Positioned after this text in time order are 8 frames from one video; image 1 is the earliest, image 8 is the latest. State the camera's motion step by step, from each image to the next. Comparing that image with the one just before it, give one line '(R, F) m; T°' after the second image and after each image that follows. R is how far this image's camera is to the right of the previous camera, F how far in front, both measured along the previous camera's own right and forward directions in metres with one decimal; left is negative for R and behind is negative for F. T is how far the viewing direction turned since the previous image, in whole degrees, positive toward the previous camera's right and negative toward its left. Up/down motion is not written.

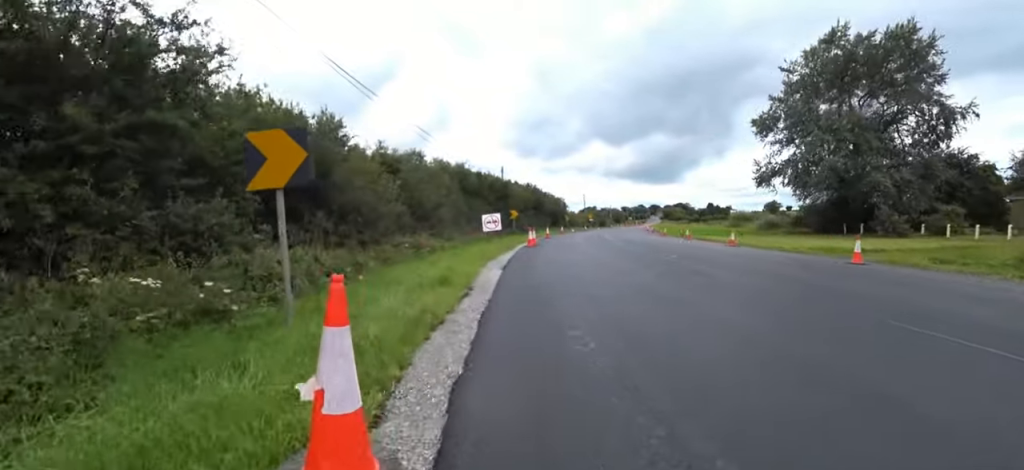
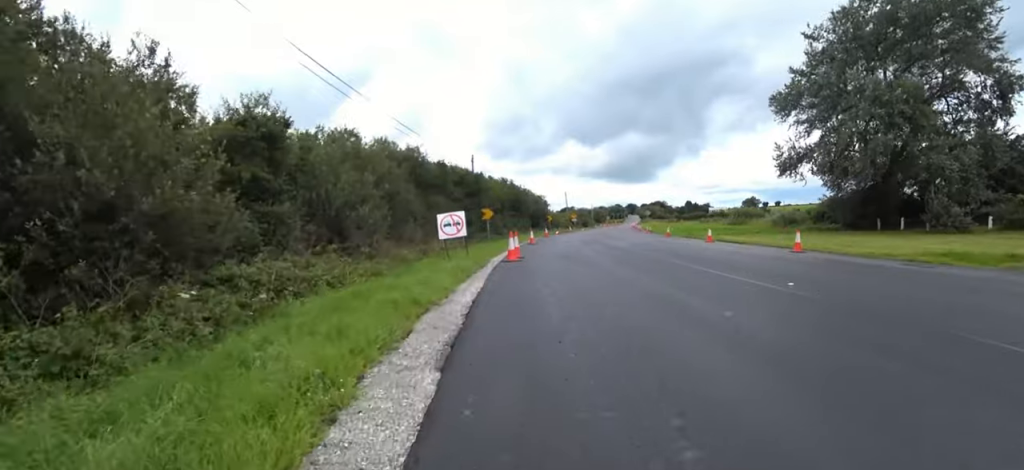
(+1.1, +7.6) m; +10°
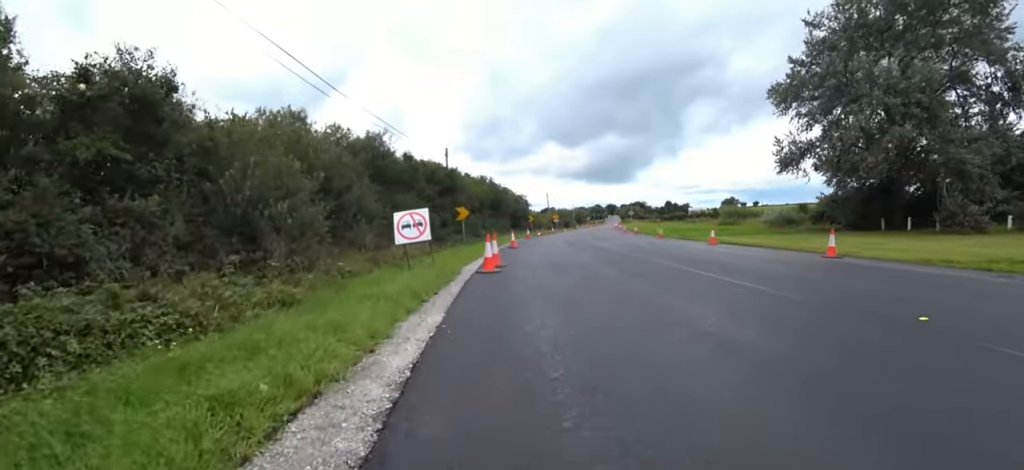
(+0.5, +3.2) m; +2°
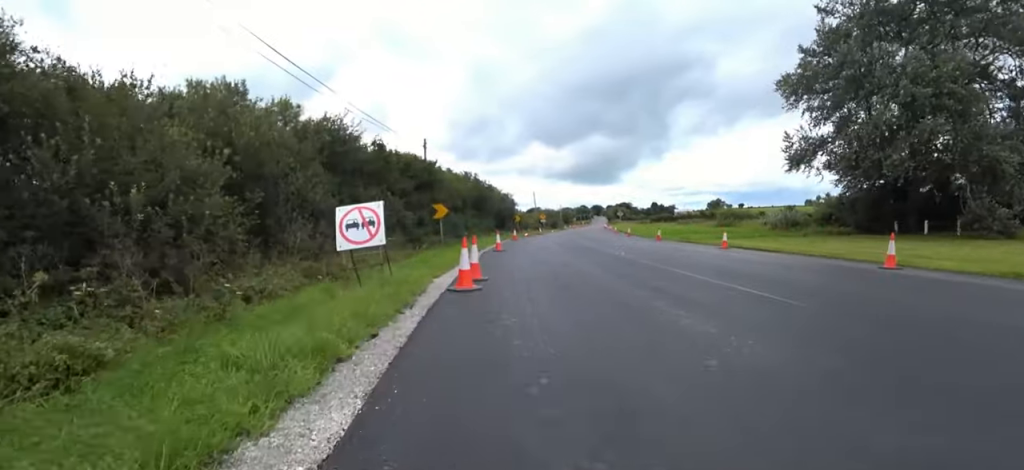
(-0.4, +3.2) m; -2°
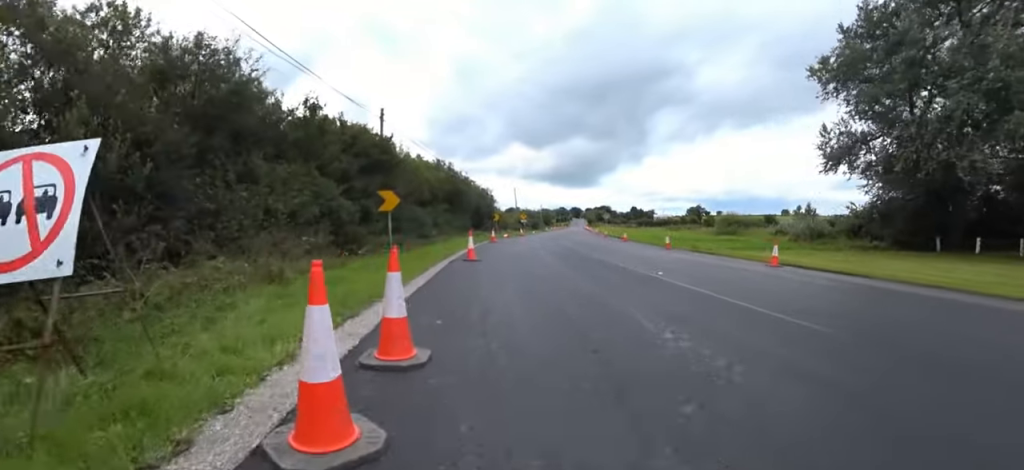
(-0.3, +5.9) m; -3°
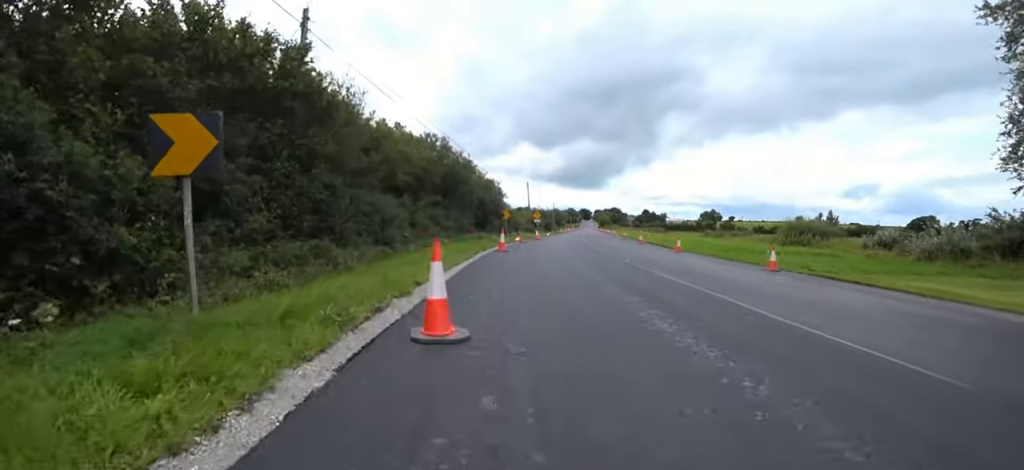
(-0.1, +9.8) m; +4°
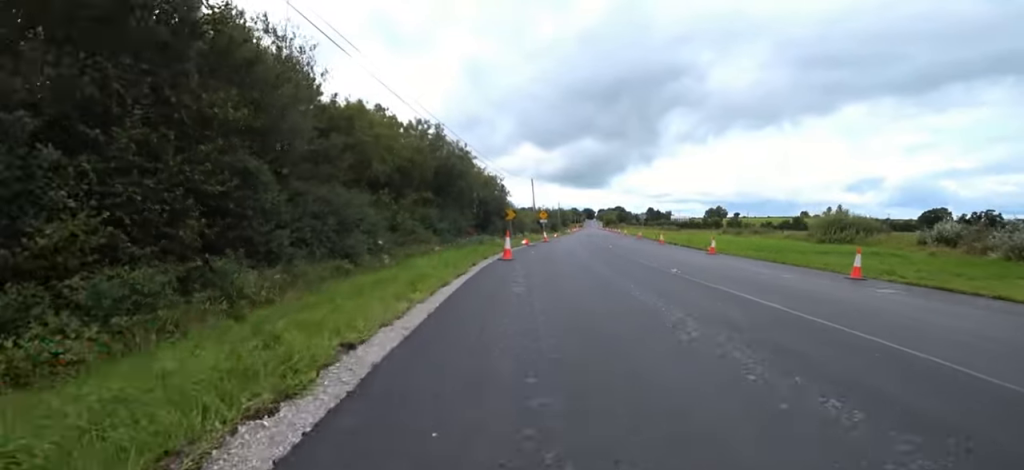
(+0.2, +4.0) m; -1°
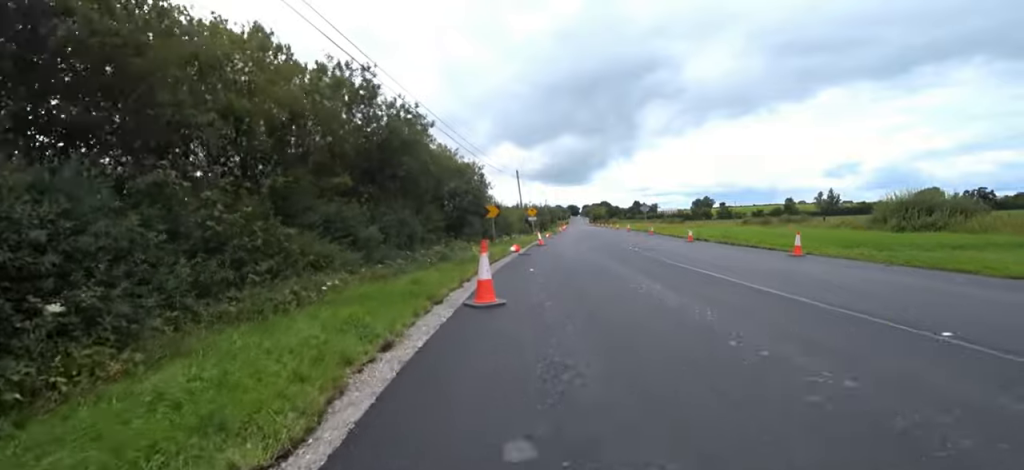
(-0.4, +8.1) m; -3°
